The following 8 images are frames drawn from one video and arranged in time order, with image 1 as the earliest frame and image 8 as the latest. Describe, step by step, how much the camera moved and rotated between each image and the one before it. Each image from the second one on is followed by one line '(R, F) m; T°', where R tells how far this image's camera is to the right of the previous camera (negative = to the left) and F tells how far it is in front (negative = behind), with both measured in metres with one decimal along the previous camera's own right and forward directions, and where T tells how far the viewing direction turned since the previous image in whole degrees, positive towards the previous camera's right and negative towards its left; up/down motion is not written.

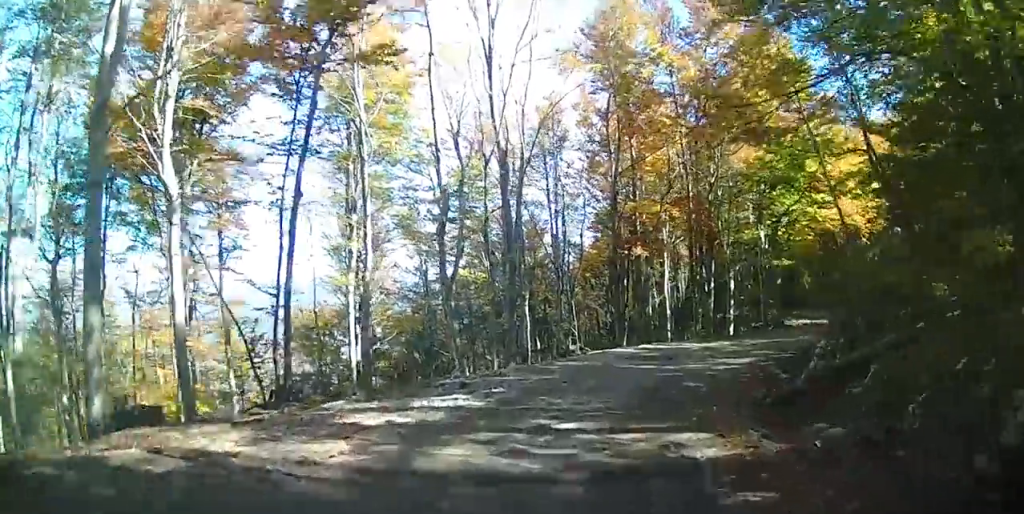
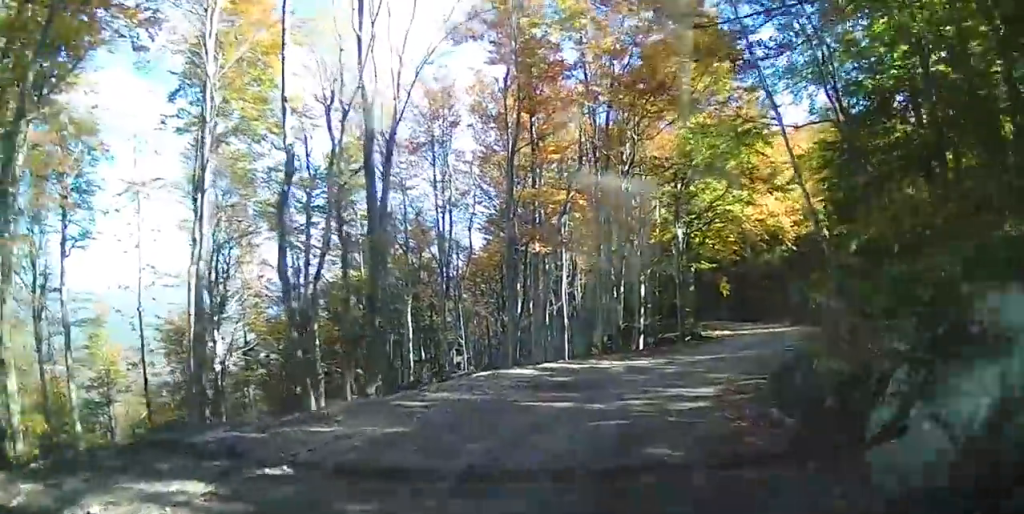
(+0.7, +4.9) m; +11°
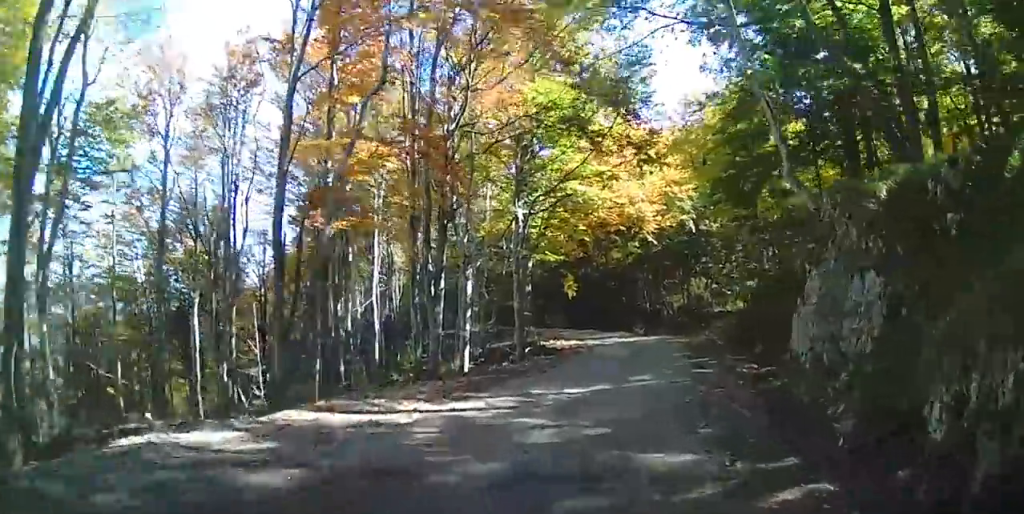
(+0.6, +7.3) m; +13°
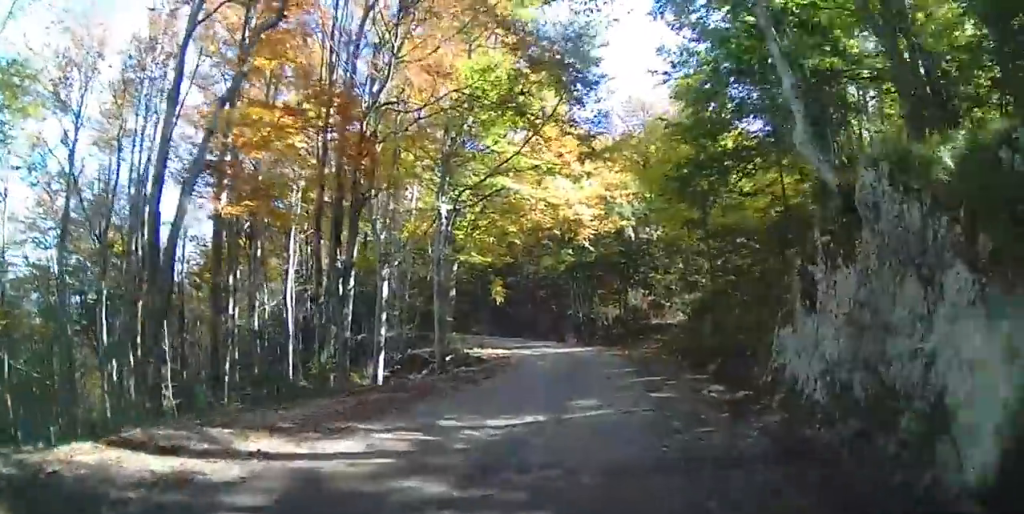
(0.0, +2.7) m; +7°
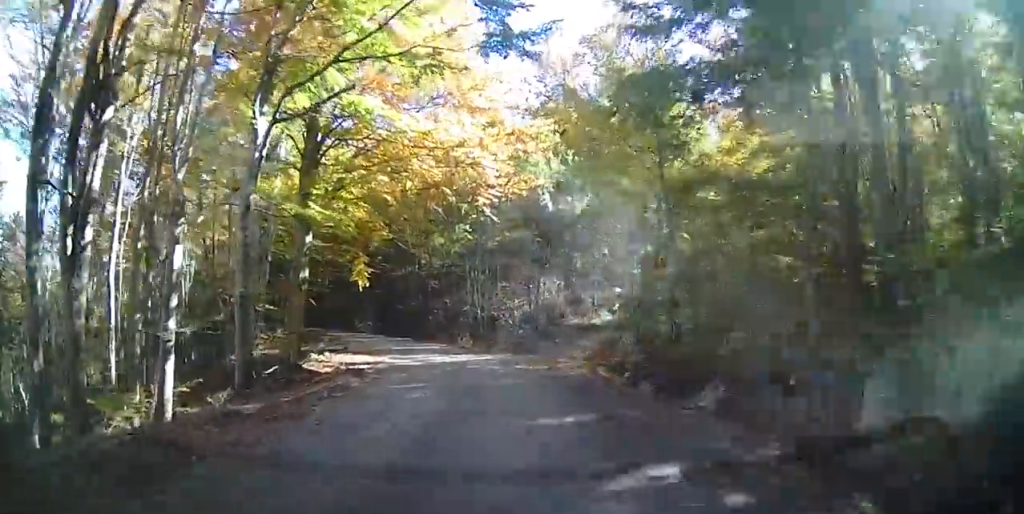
(+1.5, +8.1) m; +15°
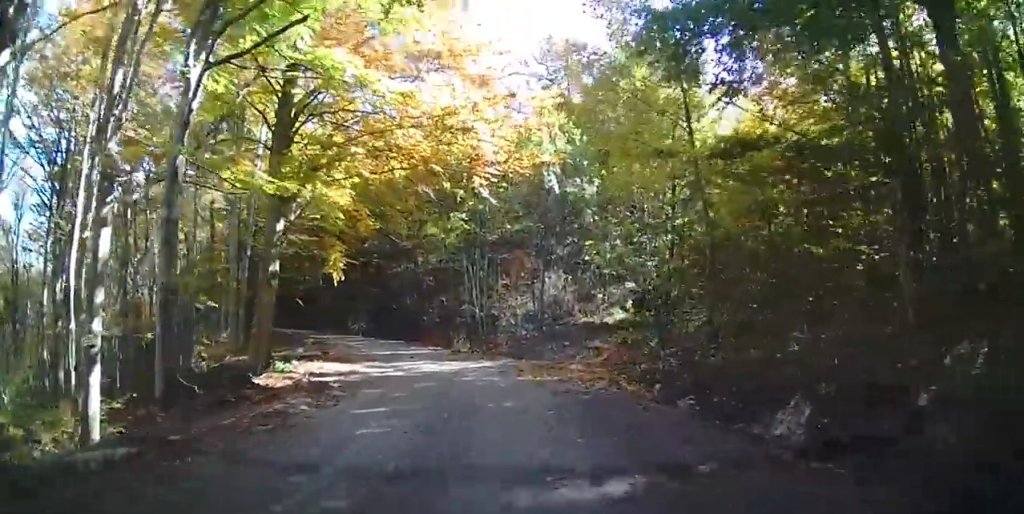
(+0.2, +3.2) m; 0°
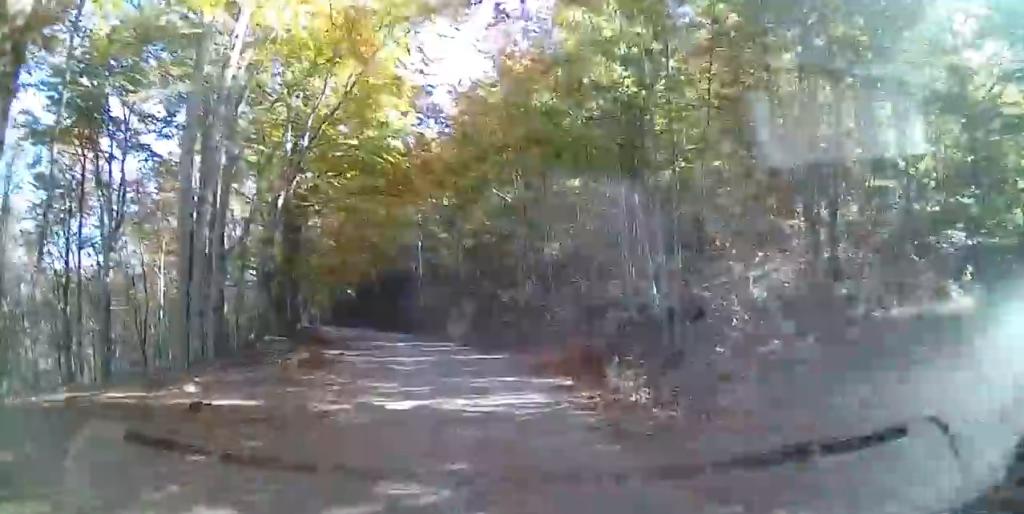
(-0.9, +16.3) m; -5°
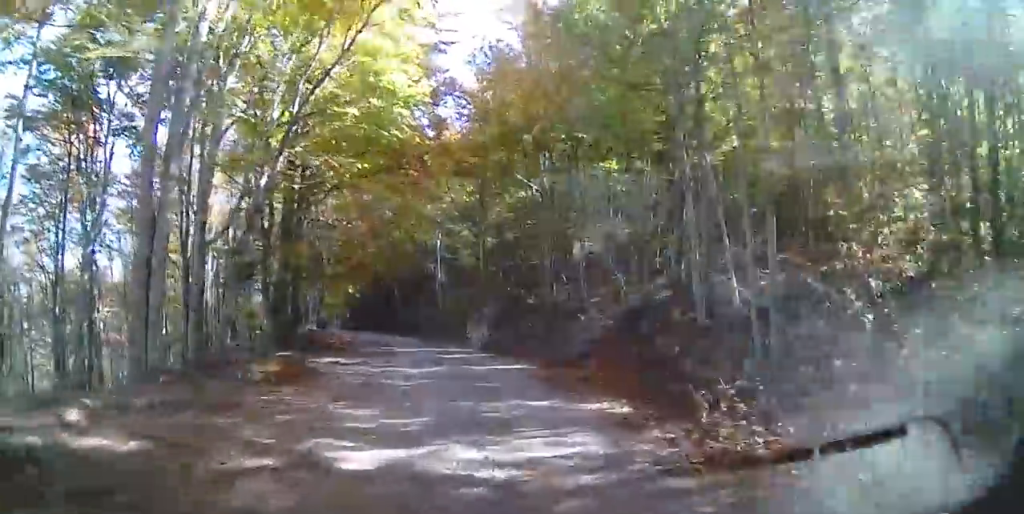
(0.0, +3.3) m; -2°
